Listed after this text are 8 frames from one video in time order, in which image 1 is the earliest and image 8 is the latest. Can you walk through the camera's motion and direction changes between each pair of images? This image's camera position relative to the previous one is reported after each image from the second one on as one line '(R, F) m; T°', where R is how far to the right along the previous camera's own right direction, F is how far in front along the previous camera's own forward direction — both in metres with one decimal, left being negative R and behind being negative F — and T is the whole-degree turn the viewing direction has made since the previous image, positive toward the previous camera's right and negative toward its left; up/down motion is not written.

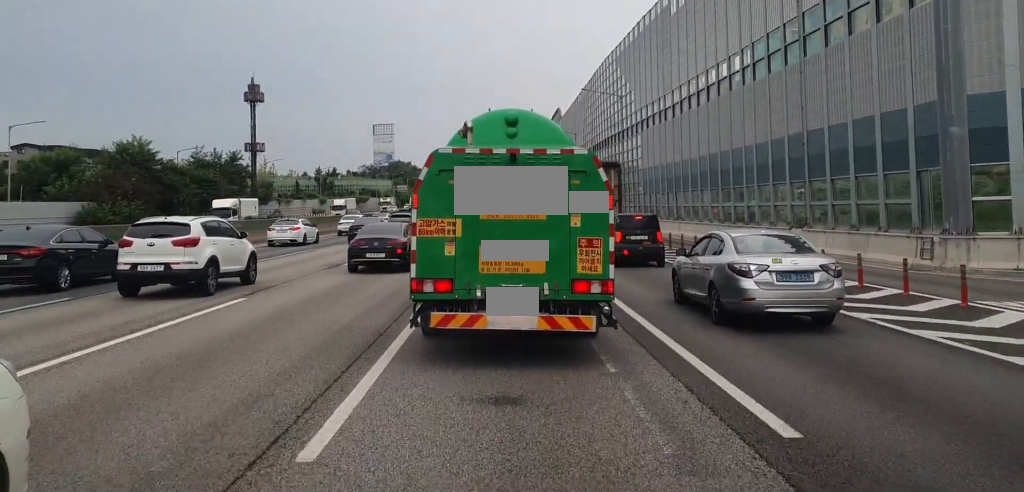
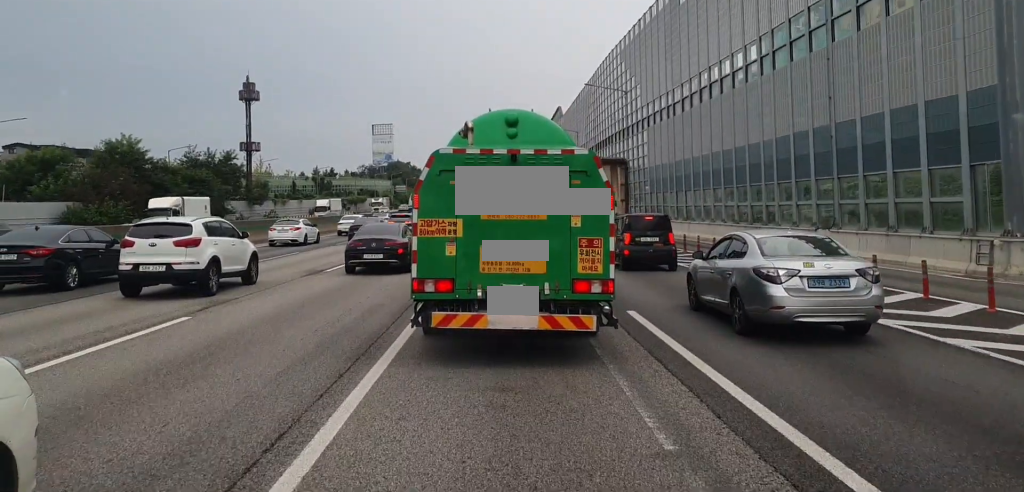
(-0.2, +2.8) m; 0°
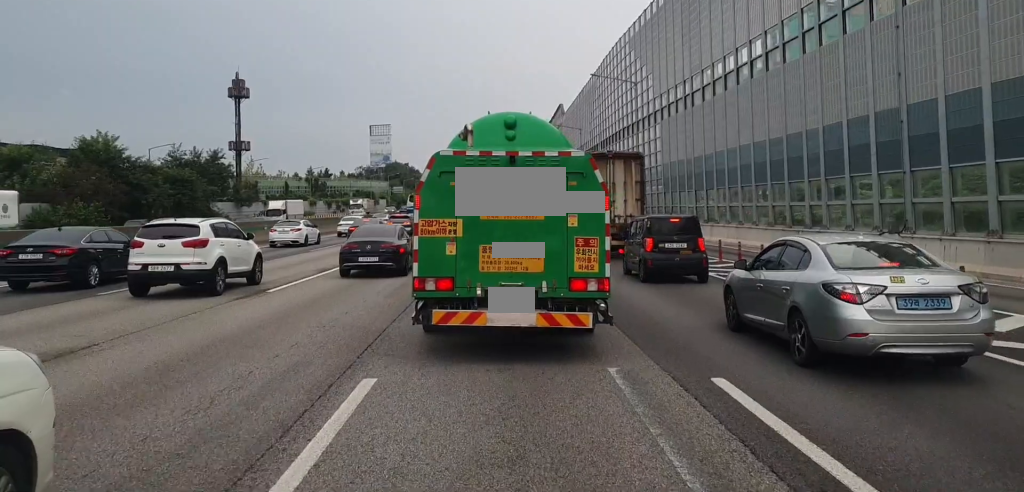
(-0.1, +5.6) m; +1°
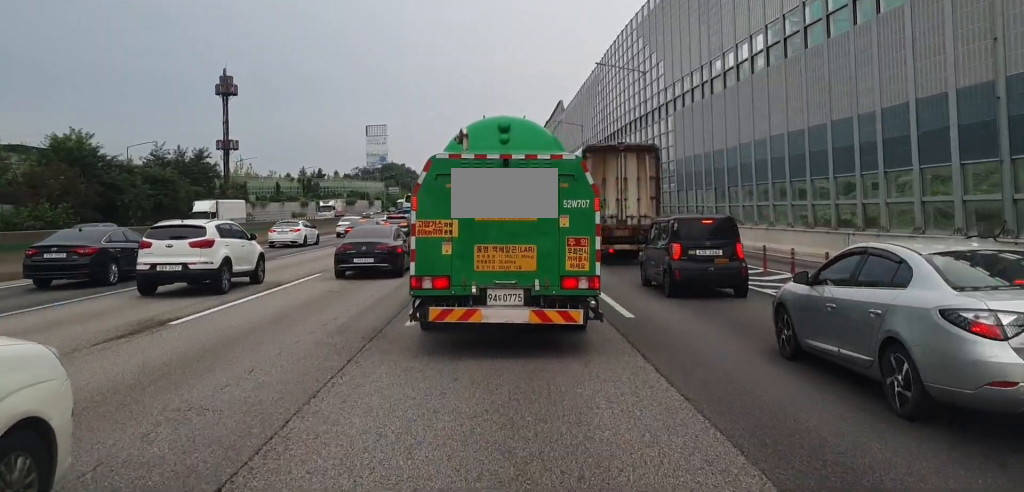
(+0.2, +5.2) m; +2°
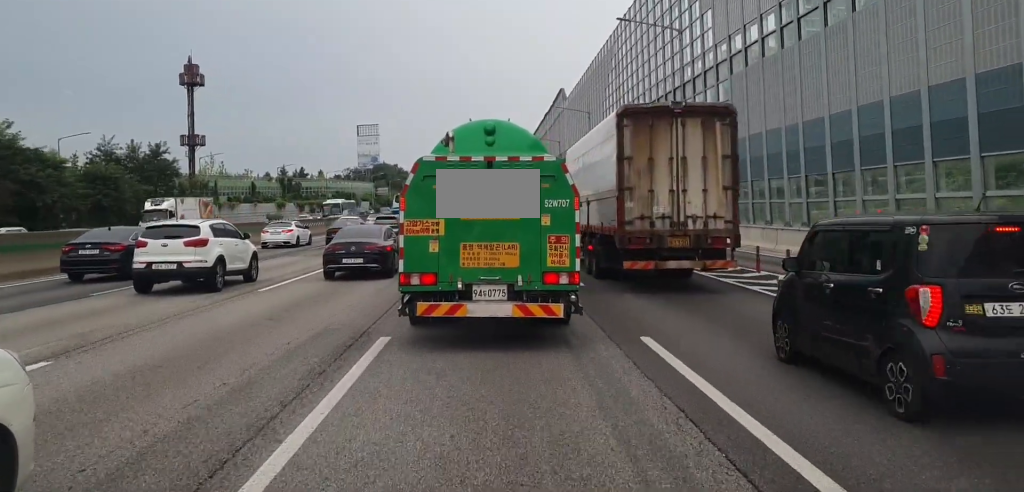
(-0.2, +13.5) m; -1°
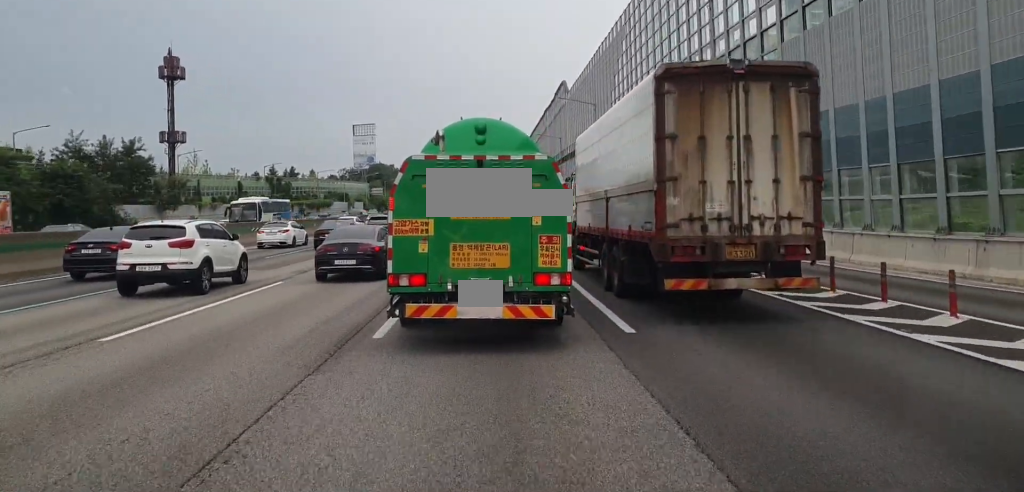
(0.0, +7.2) m; 0°
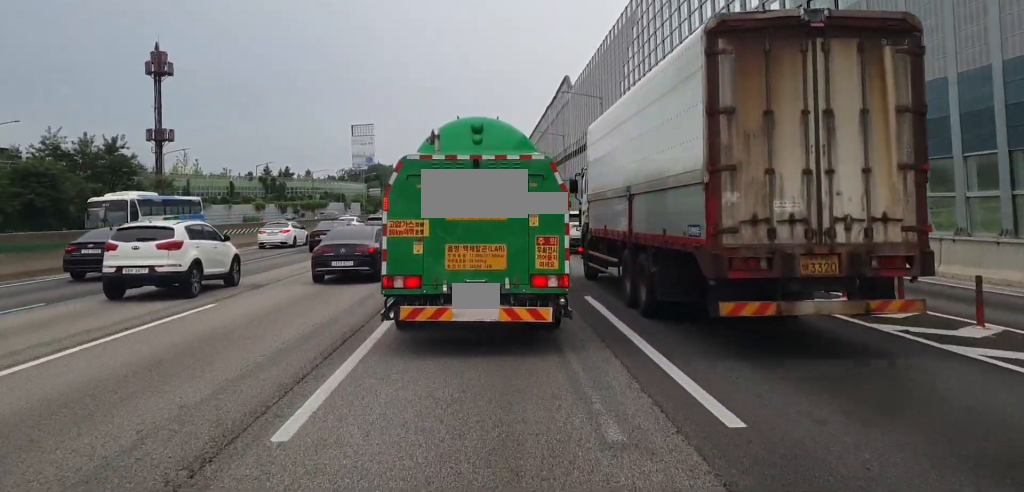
(0.0, +5.0) m; 0°
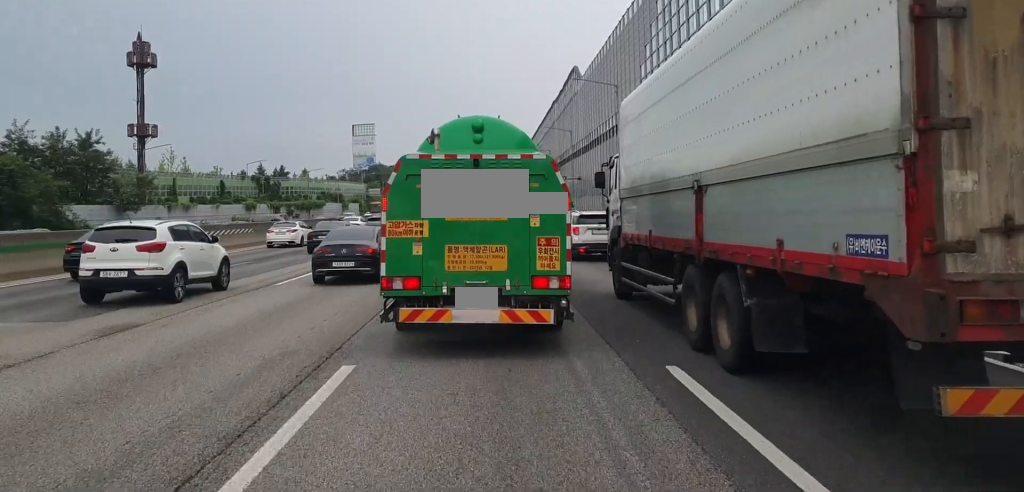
(0.0, +7.3) m; 0°
